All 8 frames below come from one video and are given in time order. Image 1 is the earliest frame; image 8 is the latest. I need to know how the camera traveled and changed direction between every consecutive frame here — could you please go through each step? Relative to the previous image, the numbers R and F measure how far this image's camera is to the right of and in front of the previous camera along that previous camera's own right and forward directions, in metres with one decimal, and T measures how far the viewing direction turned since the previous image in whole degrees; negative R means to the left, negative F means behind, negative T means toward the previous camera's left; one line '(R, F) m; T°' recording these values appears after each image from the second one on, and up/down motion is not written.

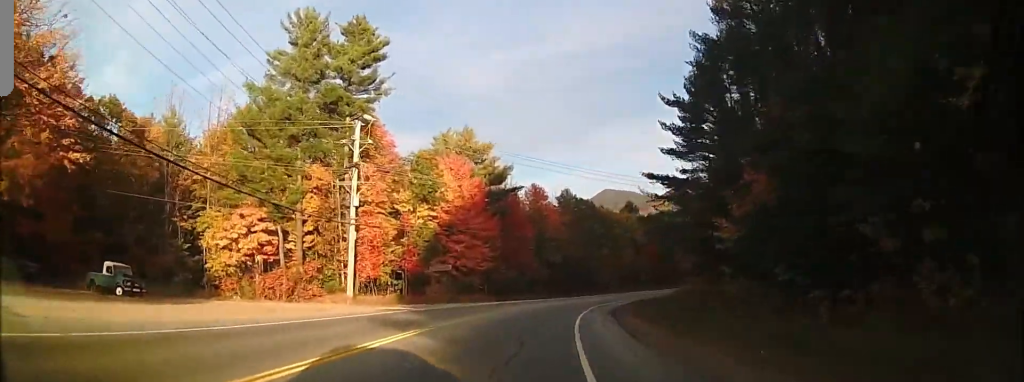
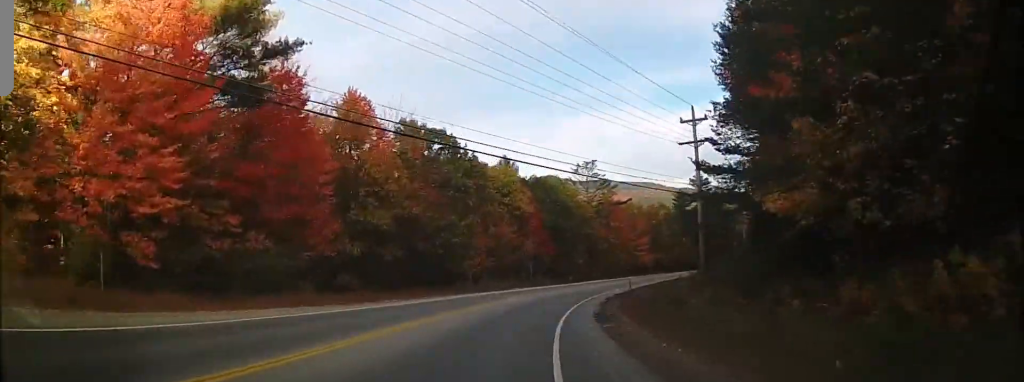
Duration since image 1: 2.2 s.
(+6.5, +39.3) m; +18°
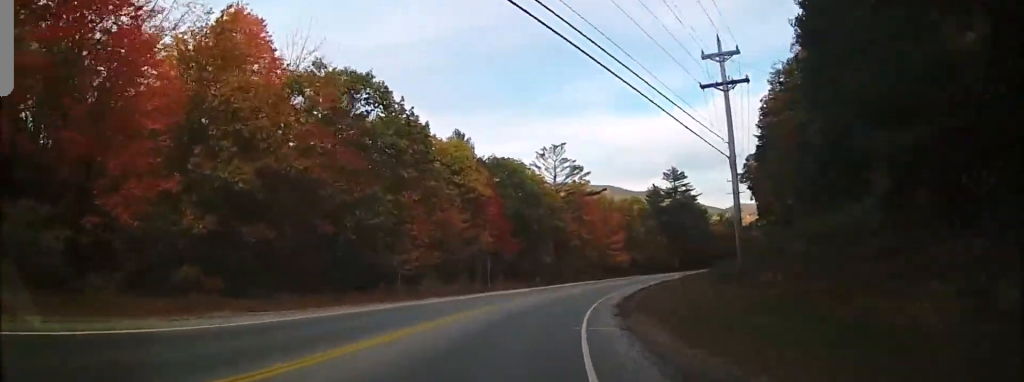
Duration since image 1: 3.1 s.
(-0.1, +16.0) m; +1°
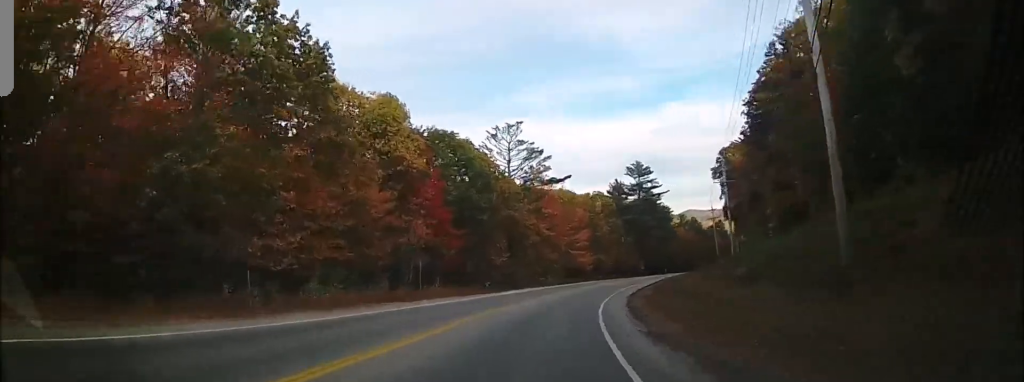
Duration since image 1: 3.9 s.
(+0.4, +15.5) m; +5°
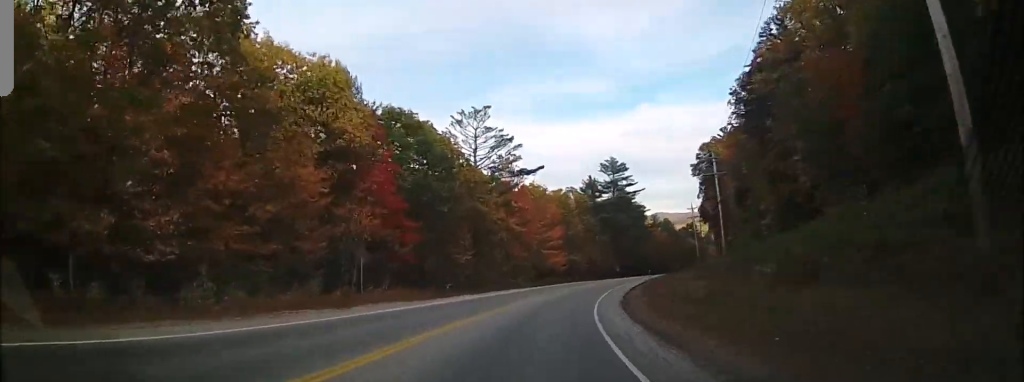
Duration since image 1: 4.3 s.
(+0.3, +8.0) m; +5°
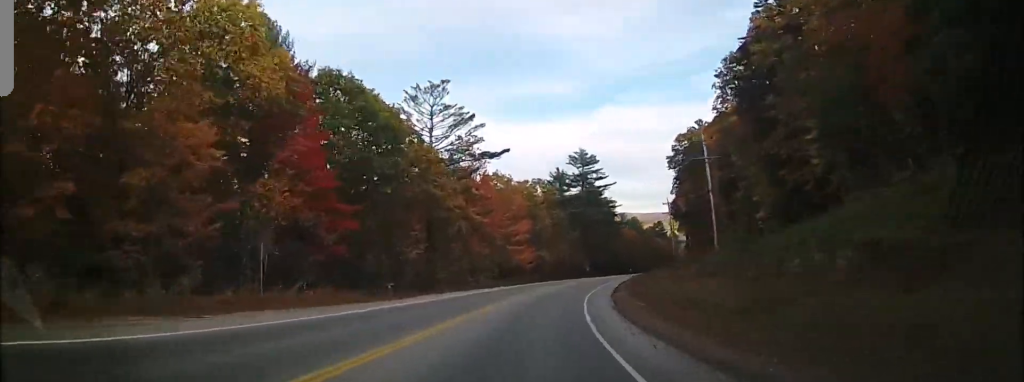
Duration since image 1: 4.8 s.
(0.0, +9.3) m; +7°
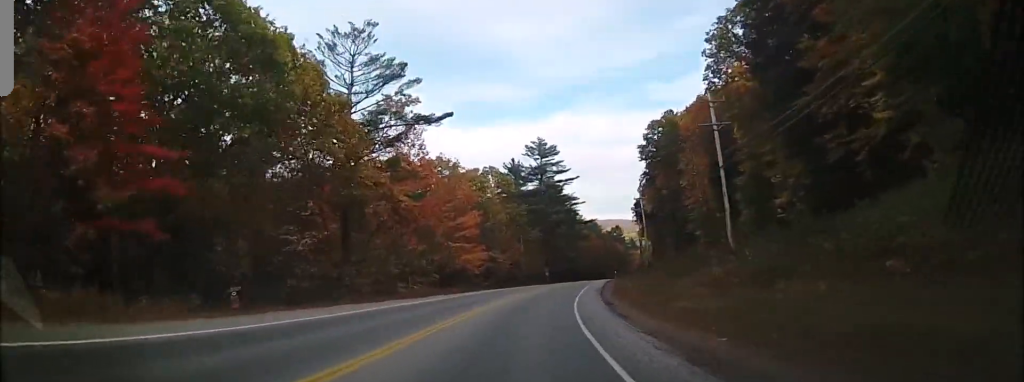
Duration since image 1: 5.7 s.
(+2.3, +15.7) m; +7°
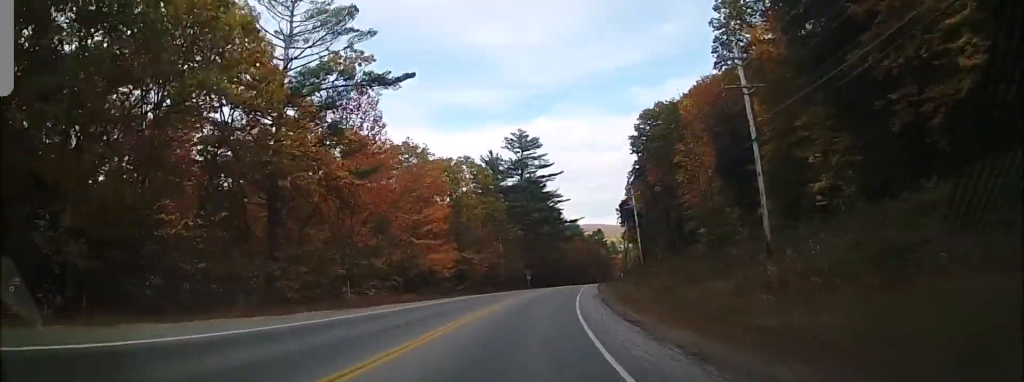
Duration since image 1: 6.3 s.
(+0.6, +10.4) m; +2°
